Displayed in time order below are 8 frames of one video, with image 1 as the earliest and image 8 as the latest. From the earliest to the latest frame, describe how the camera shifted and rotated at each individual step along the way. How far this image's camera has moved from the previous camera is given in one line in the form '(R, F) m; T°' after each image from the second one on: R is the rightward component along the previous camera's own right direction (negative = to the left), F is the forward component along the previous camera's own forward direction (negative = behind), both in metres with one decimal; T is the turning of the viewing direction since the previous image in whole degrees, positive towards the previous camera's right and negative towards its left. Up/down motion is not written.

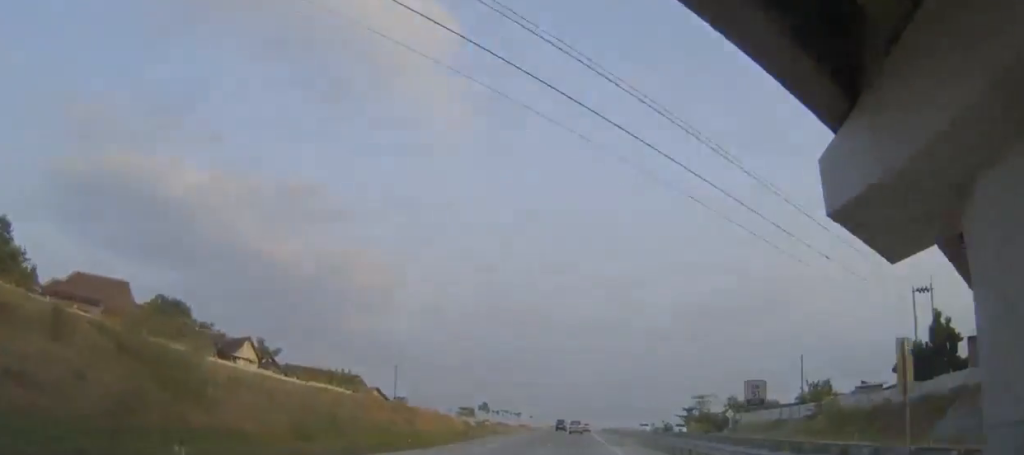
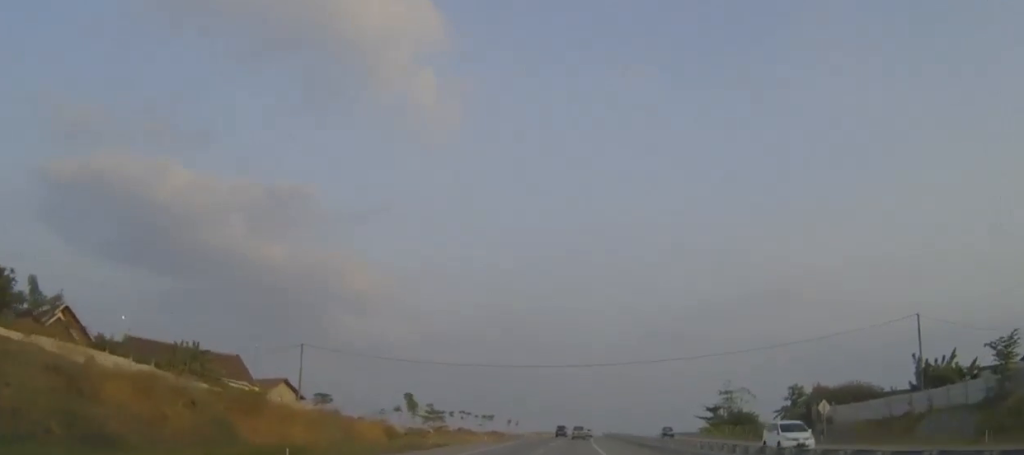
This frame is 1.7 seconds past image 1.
(+0.4, +42.2) m; 0°
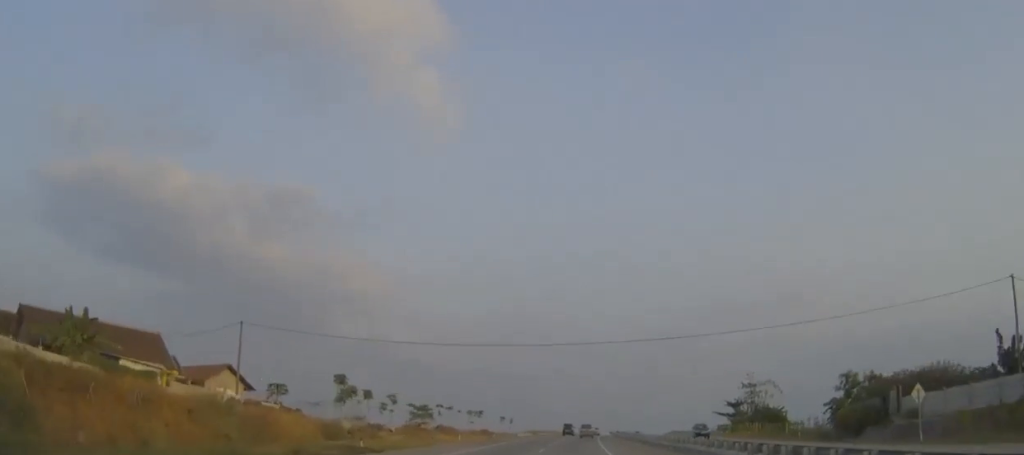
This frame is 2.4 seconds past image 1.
(-0.1, +17.6) m; 0°
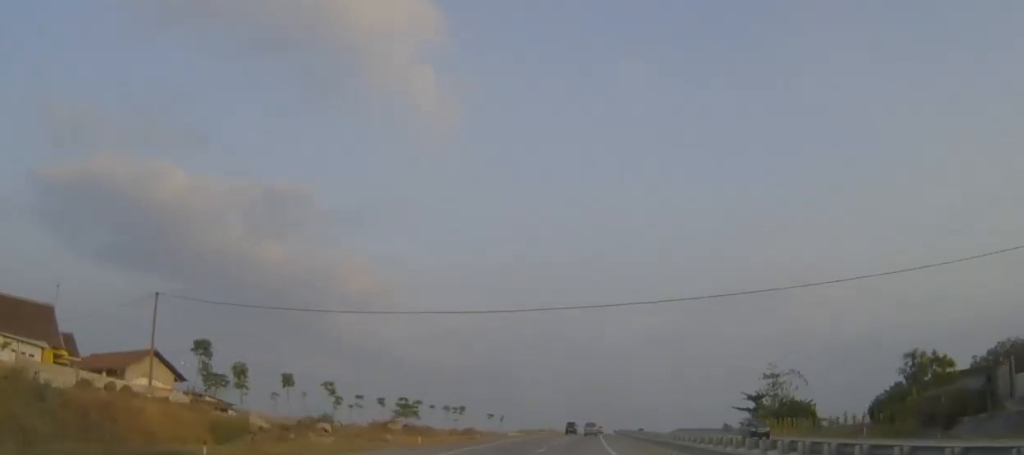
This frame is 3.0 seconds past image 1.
(0.0, +15.8) m; 0°
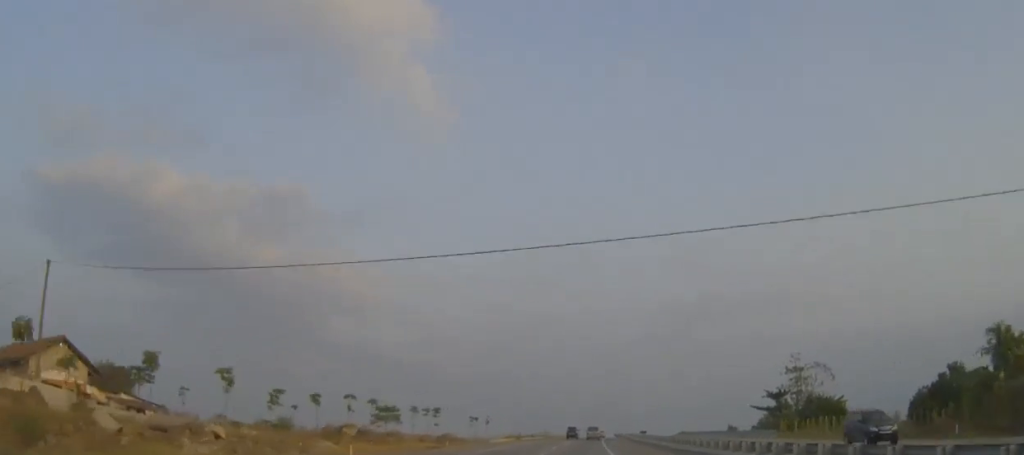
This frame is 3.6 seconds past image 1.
(0.0, +13.8) m; 0°
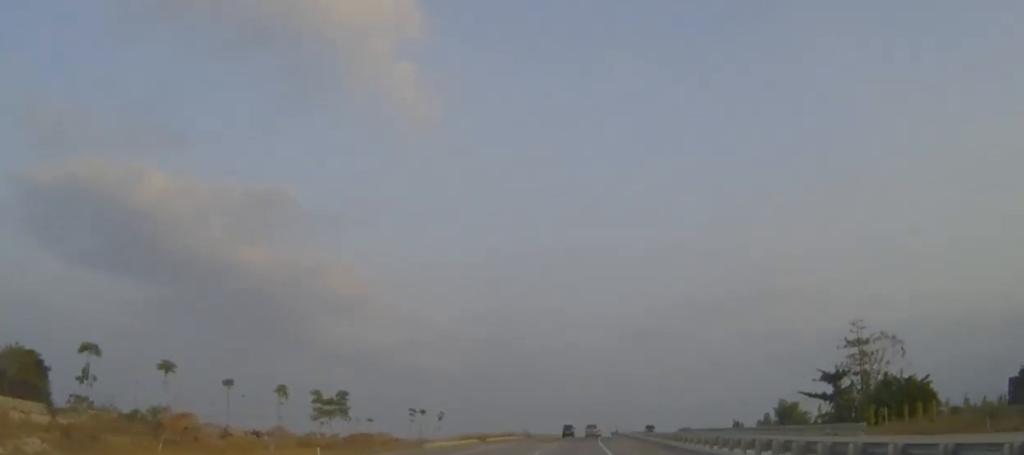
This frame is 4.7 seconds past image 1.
(+0.1, +26.6) m; +1°
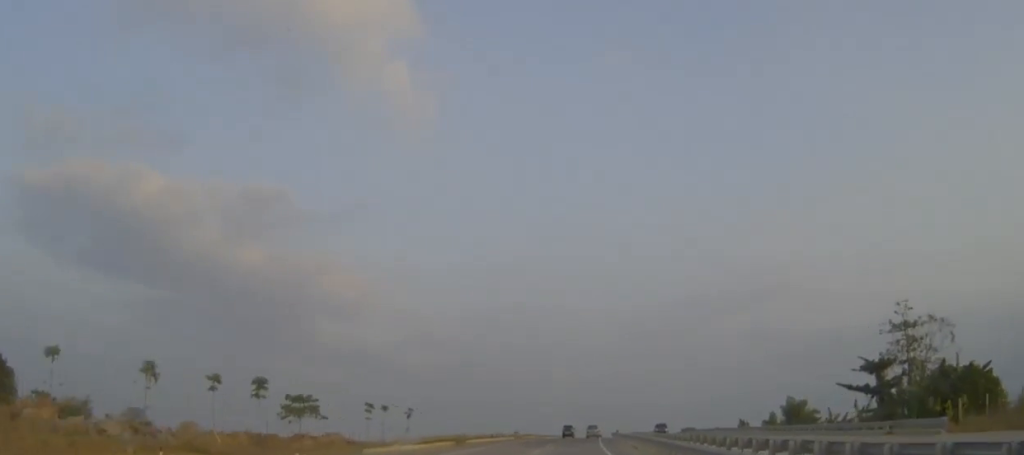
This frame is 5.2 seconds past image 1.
(0.0, +12.0) m; 0°
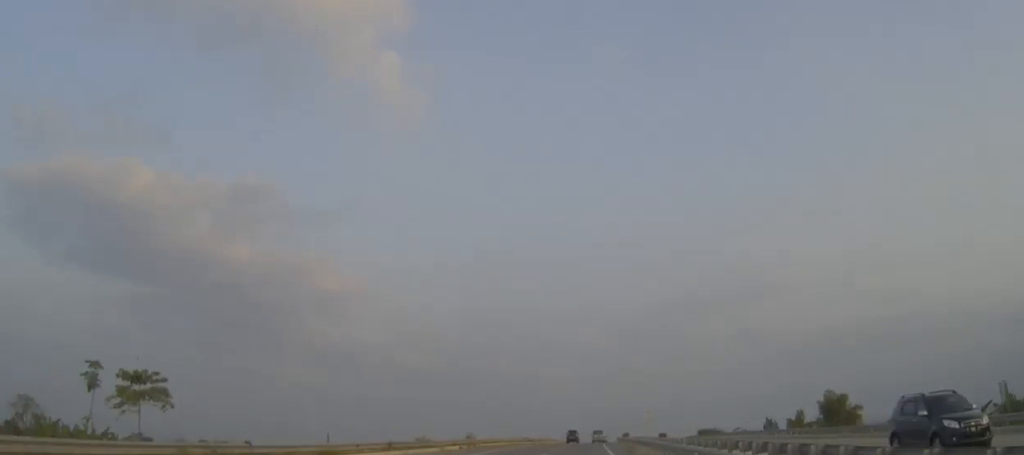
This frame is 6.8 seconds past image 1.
(+0.2, +40.1) m; 0°
